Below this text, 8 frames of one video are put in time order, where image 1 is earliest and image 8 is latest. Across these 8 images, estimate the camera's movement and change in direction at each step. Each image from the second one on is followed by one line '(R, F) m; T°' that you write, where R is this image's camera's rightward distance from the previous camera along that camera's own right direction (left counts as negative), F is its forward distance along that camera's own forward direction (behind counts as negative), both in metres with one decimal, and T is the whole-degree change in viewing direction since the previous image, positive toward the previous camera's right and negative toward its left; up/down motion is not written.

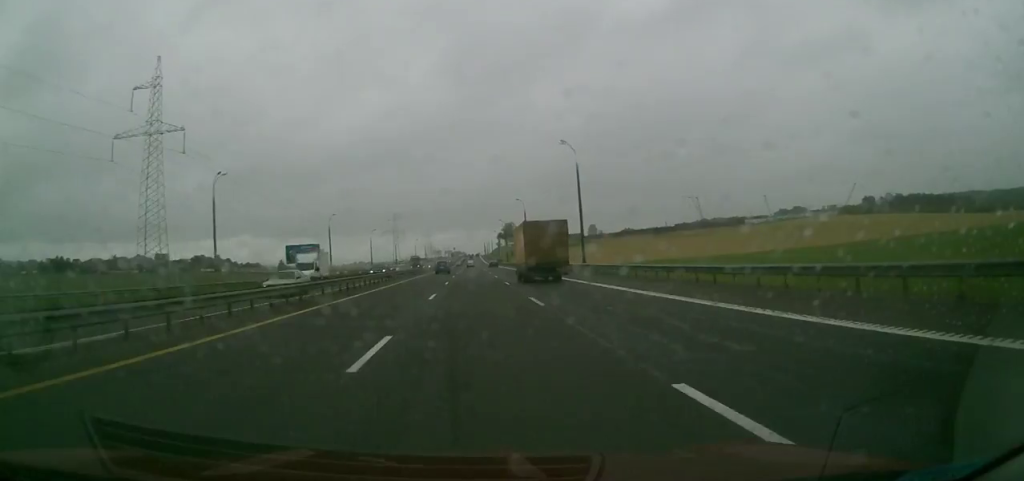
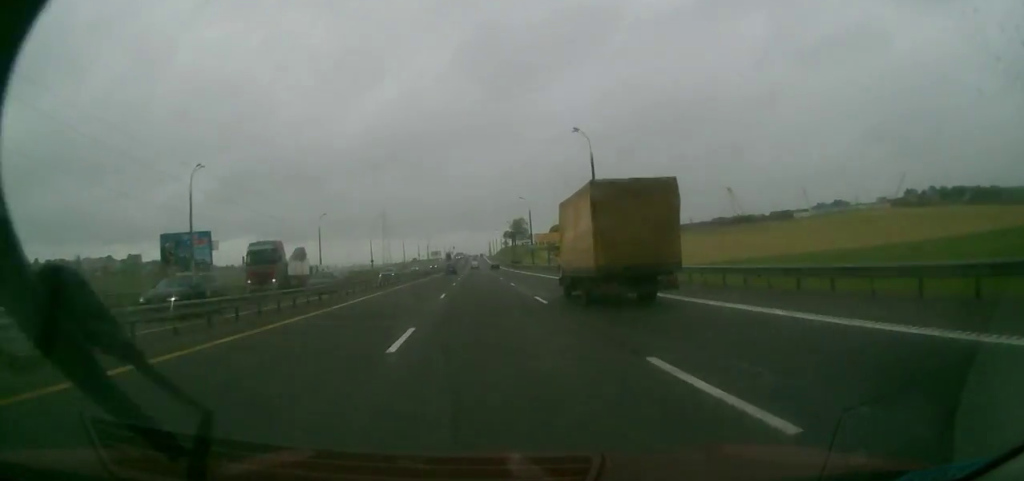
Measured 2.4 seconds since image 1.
(+0.2, +62.0) m; +1°
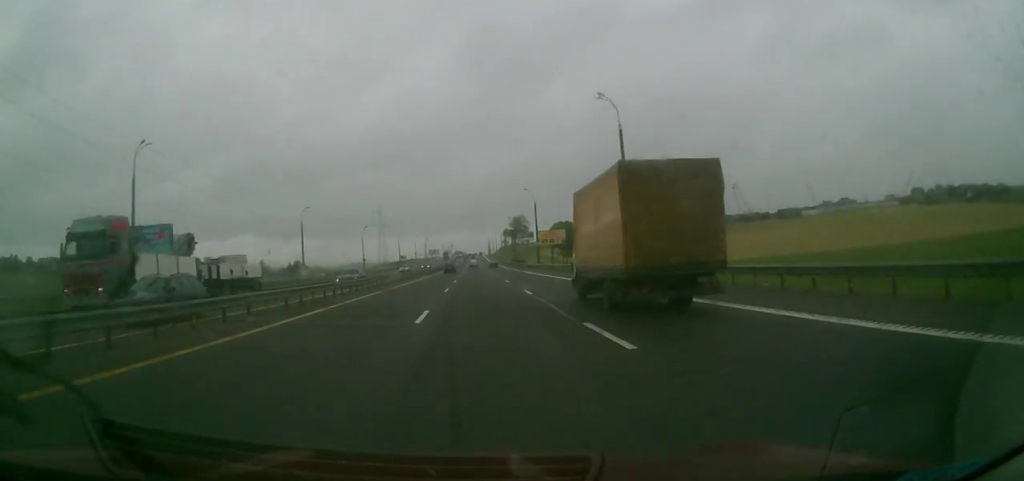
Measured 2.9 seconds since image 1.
(0.0, +11.0) m; 0°
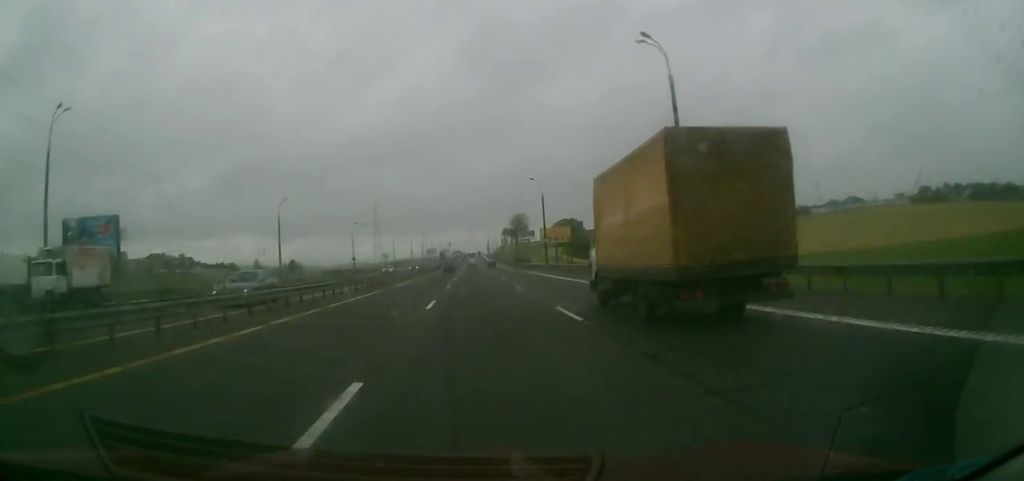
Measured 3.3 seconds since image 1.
(0.0, +11.8) m; 0°
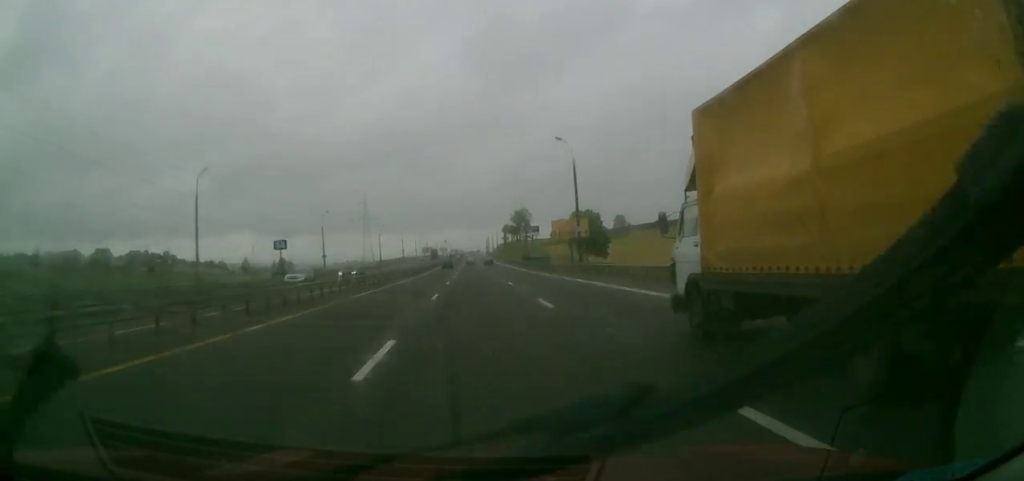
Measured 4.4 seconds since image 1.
(0.0, +27.8) m; 0°
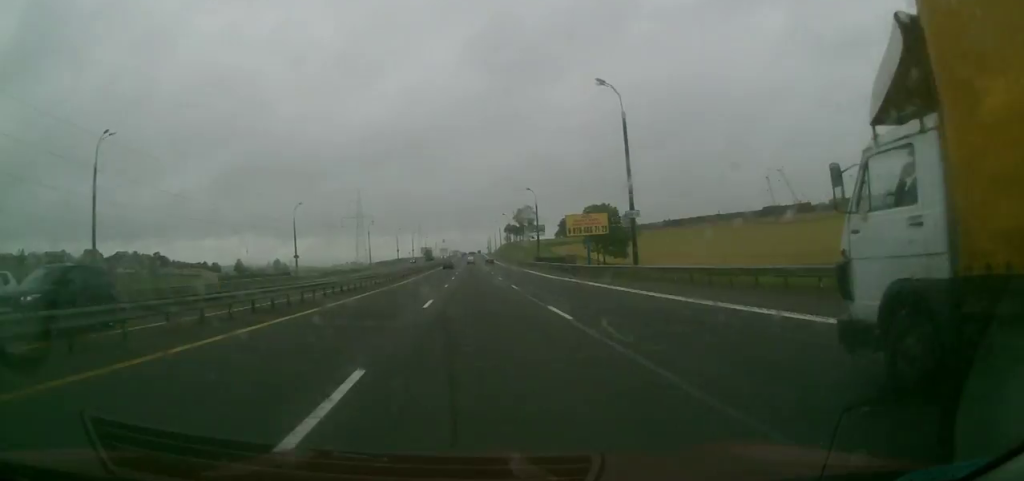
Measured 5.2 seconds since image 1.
(0.0, +19.3) m; 0°
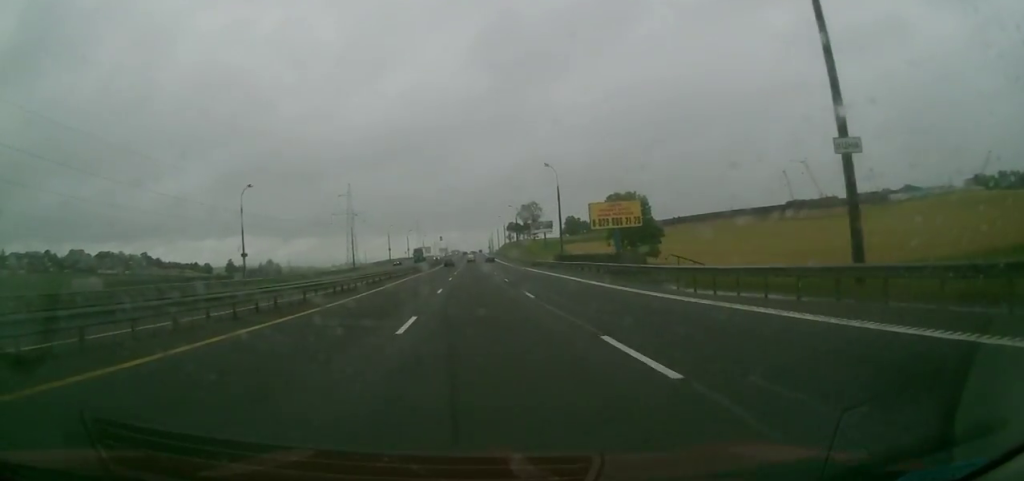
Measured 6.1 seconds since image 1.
(+0.1, +23.5) m; 0°
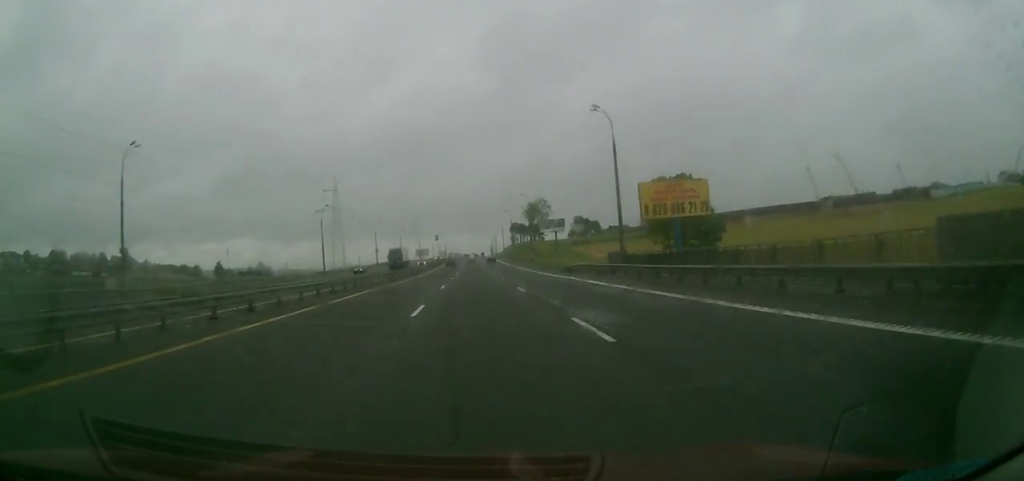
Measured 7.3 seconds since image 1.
(-0.1, +28.5) m; -1°
